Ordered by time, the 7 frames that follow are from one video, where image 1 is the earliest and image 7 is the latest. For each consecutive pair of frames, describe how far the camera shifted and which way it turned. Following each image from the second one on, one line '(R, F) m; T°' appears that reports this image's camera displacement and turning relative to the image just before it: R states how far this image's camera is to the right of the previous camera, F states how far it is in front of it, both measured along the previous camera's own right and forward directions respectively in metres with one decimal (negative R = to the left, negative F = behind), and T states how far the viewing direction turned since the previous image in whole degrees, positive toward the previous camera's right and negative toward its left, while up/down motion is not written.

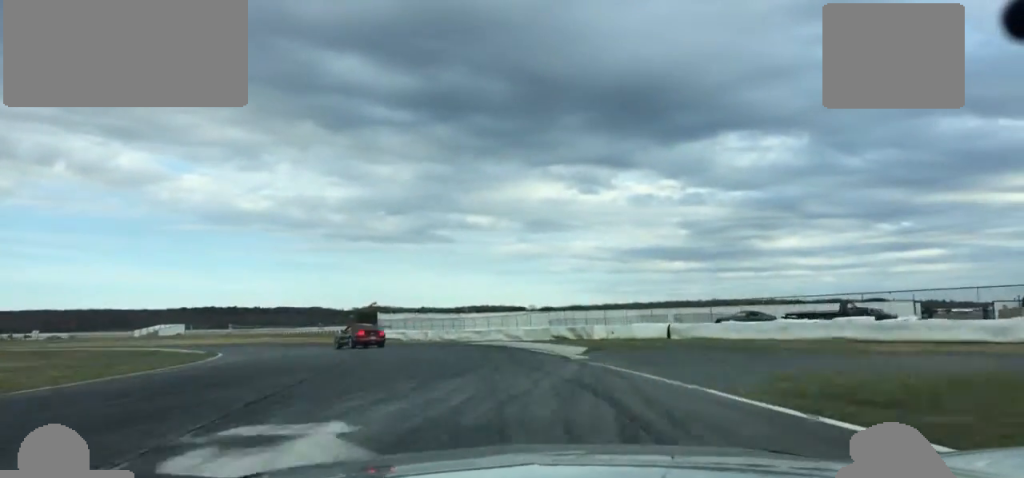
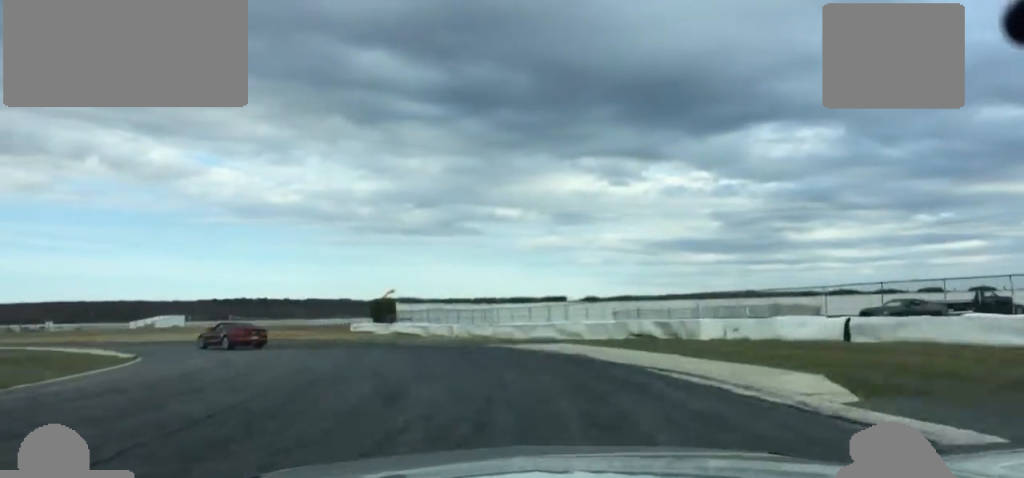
(+0.4, +16.7) m; -2°
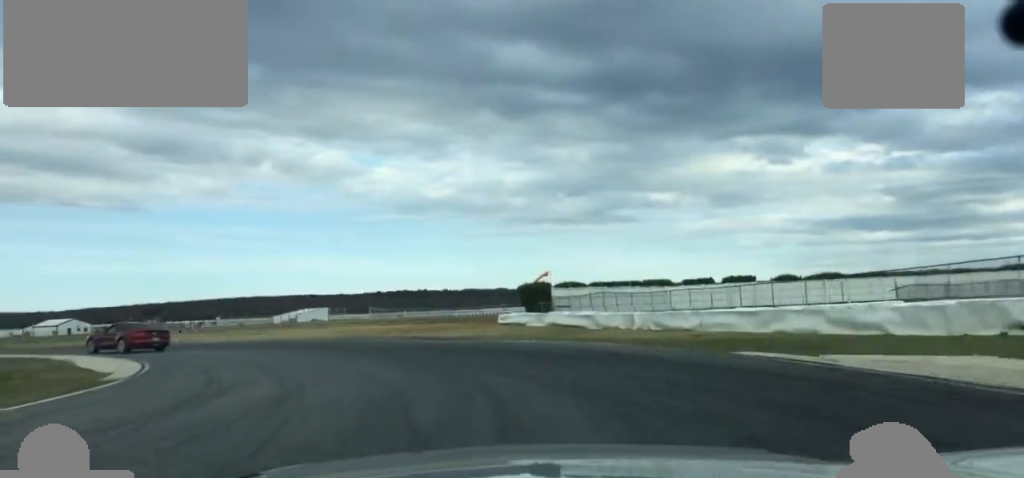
(-0.8, +18.1) m; -10°
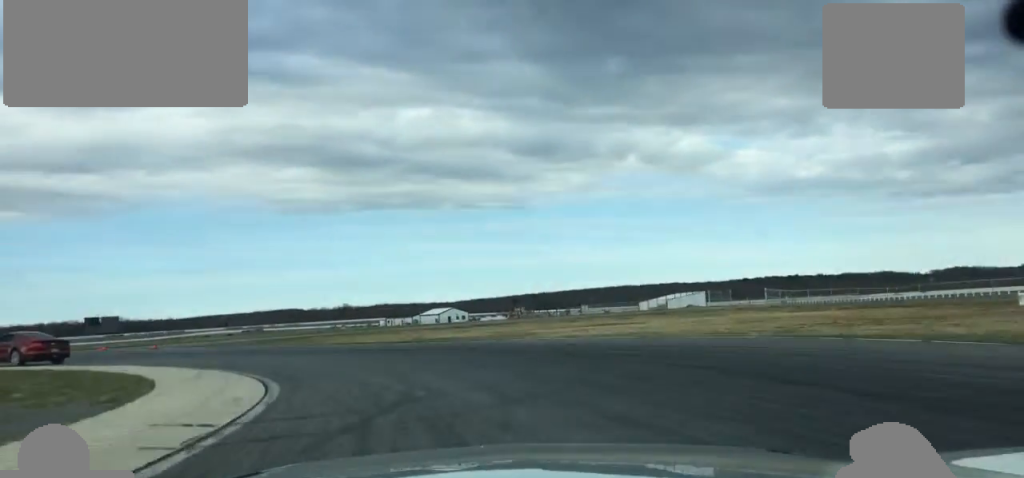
(-4.7, +25.1) m; -20°
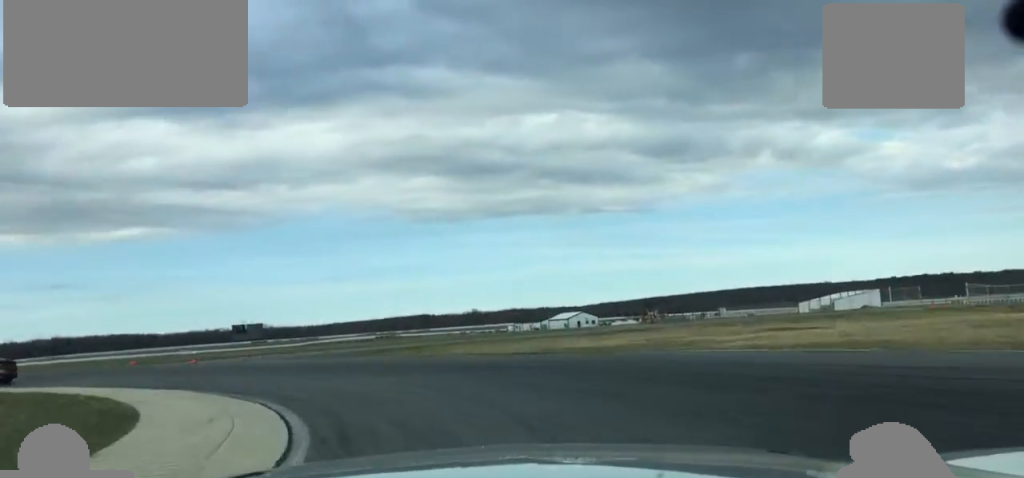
(-0.5, +8.6) m; -8°
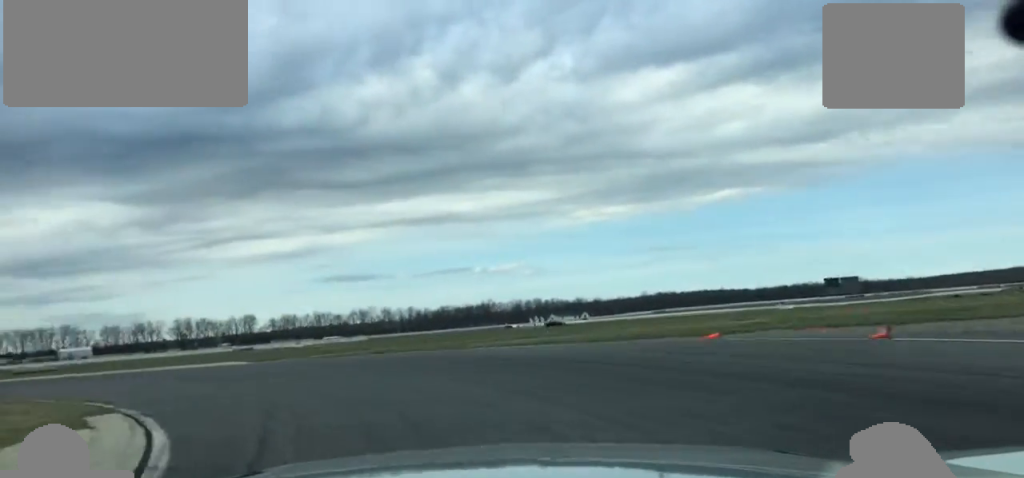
(-8.8, +27.3) m; -39°
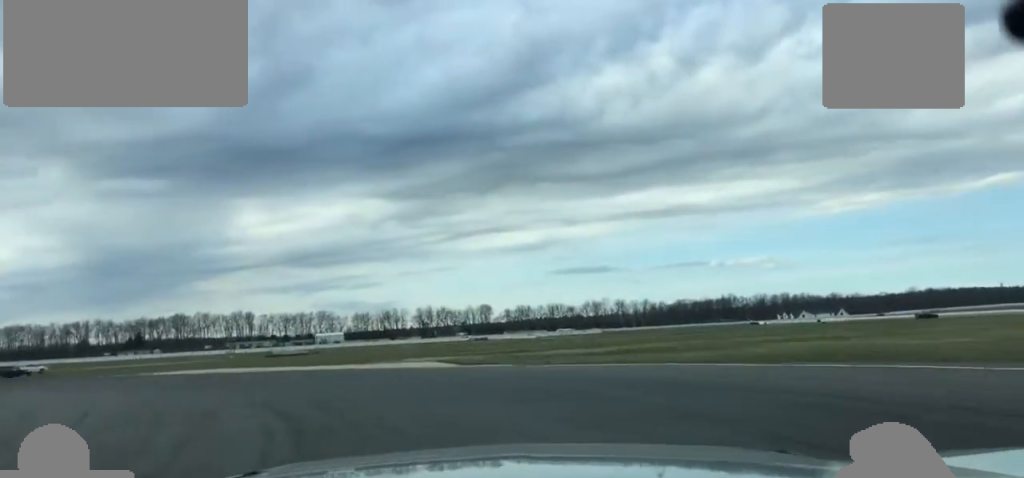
(-2.8, +15.1) m; -18°
